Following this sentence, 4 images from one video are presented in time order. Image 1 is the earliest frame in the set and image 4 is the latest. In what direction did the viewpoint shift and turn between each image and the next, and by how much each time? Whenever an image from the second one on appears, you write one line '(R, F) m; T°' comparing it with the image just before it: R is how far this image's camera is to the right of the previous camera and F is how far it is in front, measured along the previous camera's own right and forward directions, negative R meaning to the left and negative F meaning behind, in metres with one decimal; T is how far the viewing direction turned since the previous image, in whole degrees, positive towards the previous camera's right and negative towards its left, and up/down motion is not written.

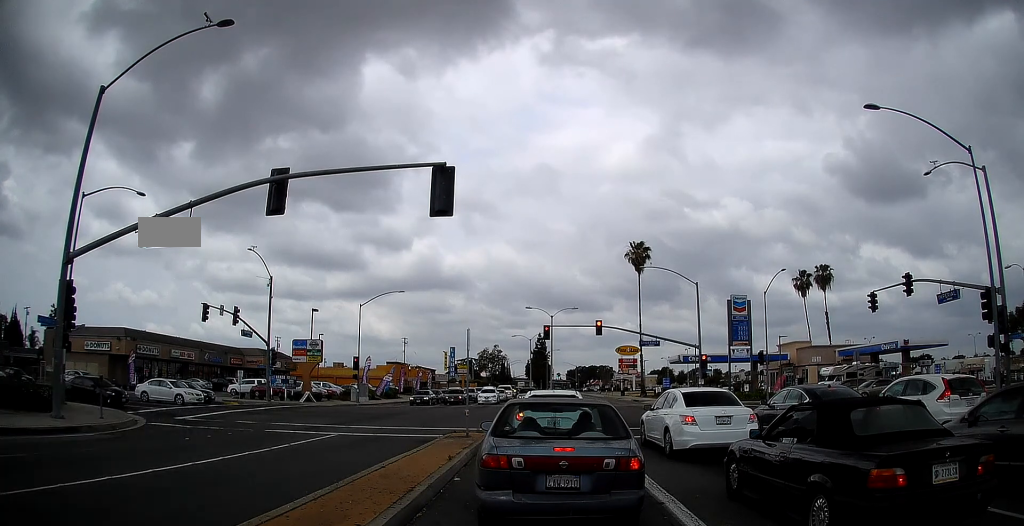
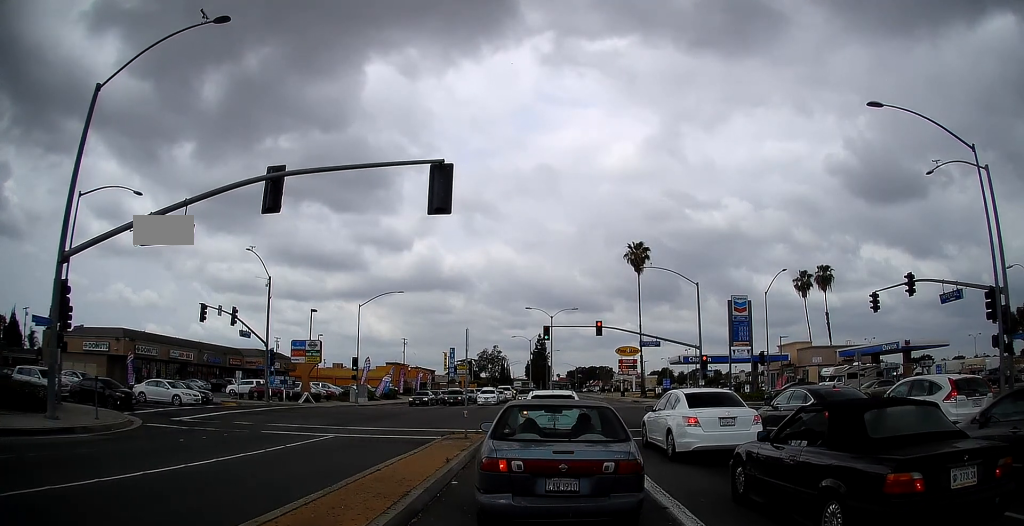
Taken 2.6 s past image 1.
(0.0, 0.0) m; 0°
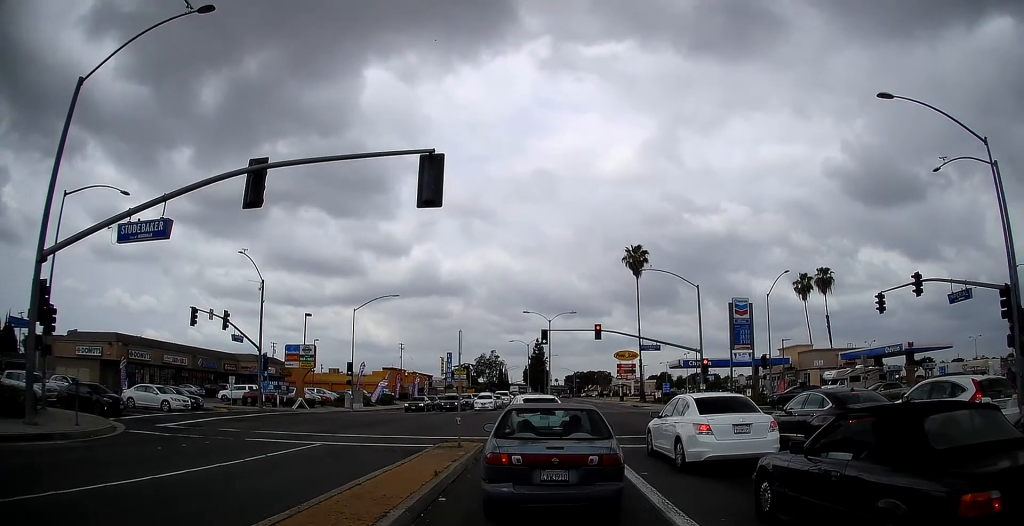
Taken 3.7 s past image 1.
(0.0, +0.1) m; 0°
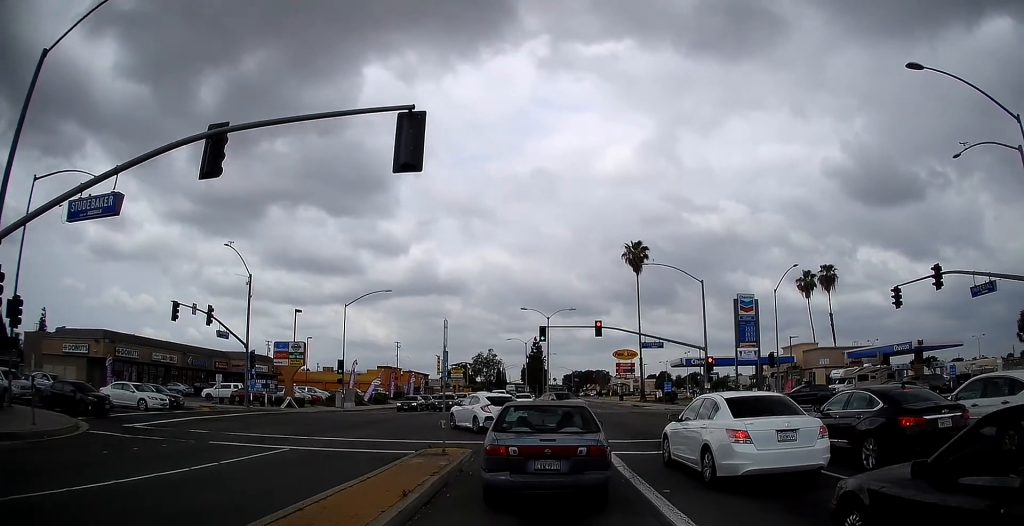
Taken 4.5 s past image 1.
(0.0, +0.3) m; 0°
